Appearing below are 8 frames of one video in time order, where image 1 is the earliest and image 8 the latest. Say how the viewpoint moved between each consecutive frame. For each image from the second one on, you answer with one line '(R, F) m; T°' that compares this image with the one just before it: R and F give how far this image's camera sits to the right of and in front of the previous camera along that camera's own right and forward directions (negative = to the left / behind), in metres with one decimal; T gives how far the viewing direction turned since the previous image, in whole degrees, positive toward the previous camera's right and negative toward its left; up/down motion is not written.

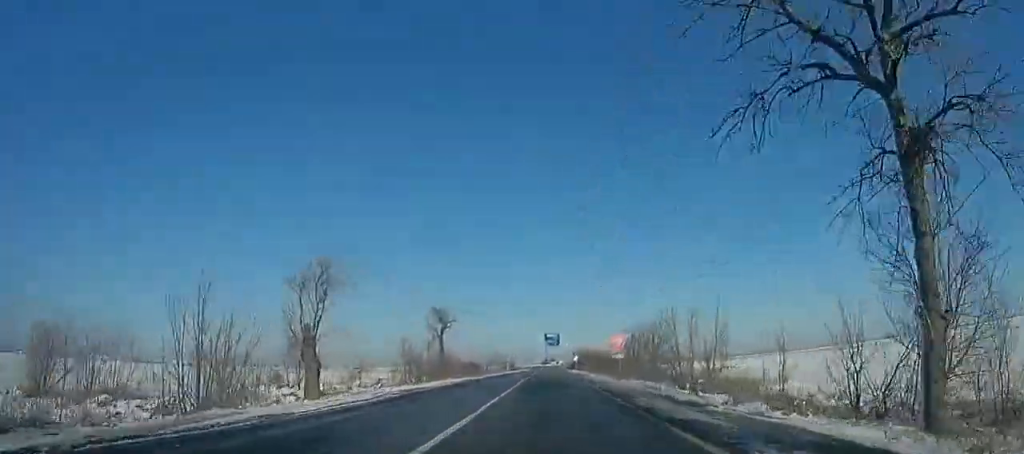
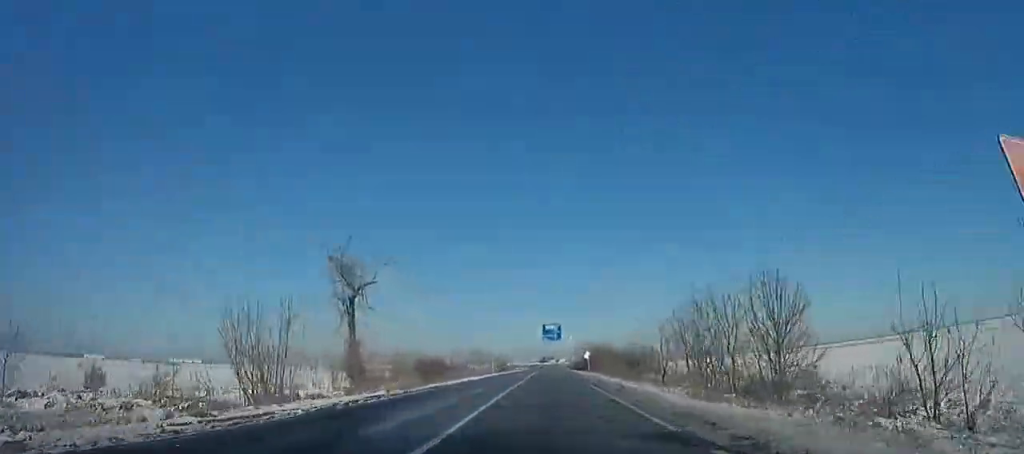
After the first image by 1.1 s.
(0.0, +24.2) m; 0°
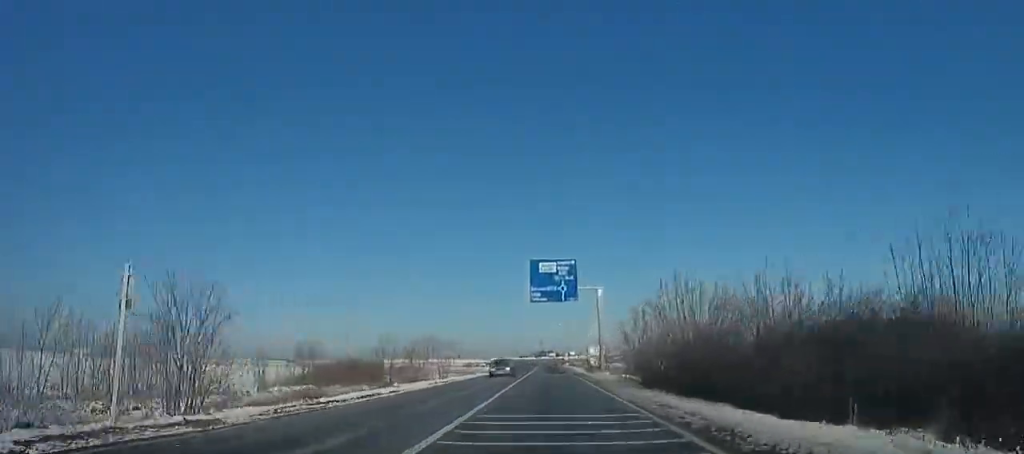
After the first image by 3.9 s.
(+0.1, +62.1) m; +1°
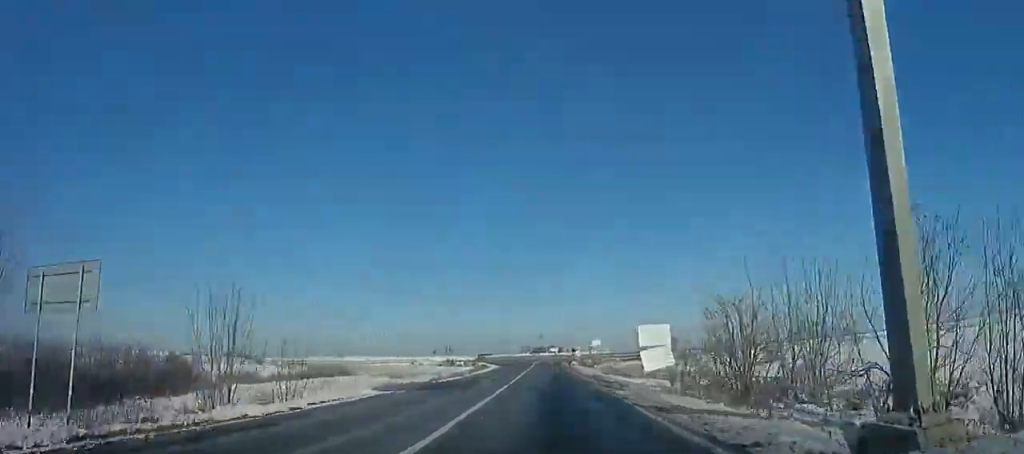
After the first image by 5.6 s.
(+0.3, +35.9) m; +1°
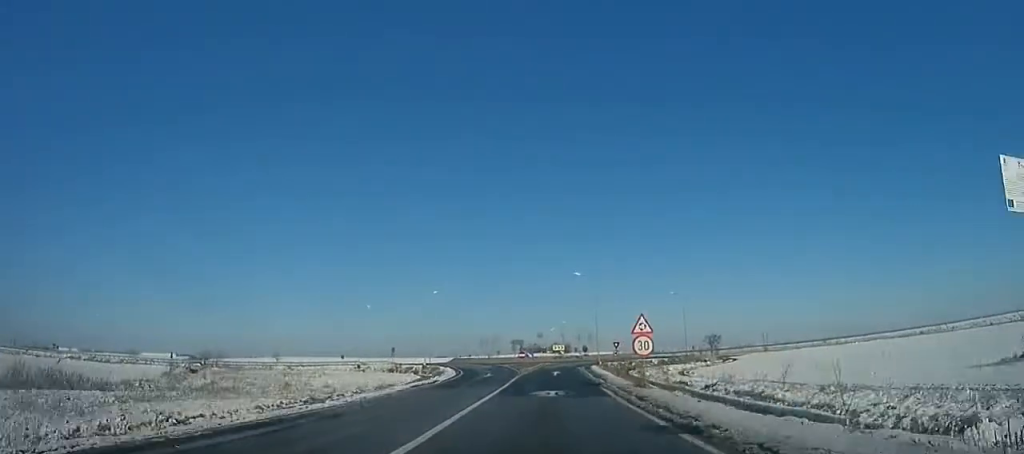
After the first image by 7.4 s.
(0.0, +35.3) m; 0°
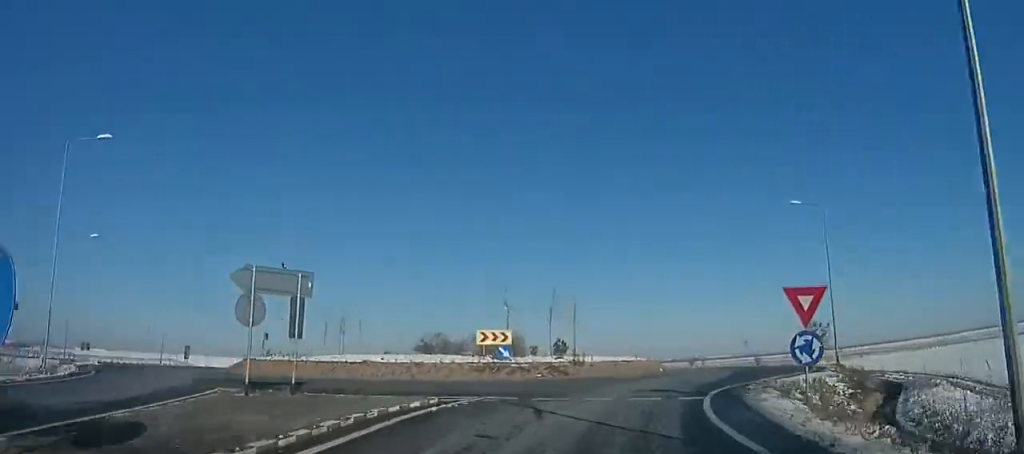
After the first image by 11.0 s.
(+0.9, +54.5) m; +7°
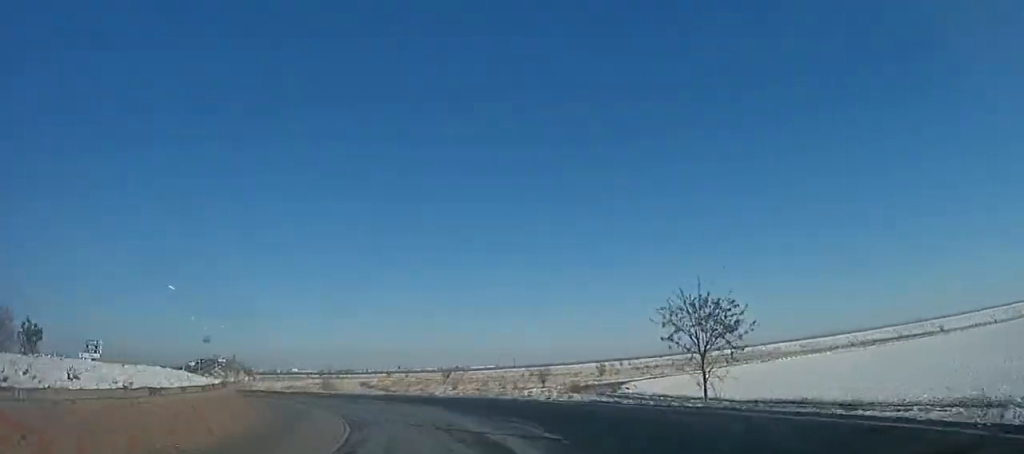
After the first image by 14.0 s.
(+4.2, +33.9) m; +7°
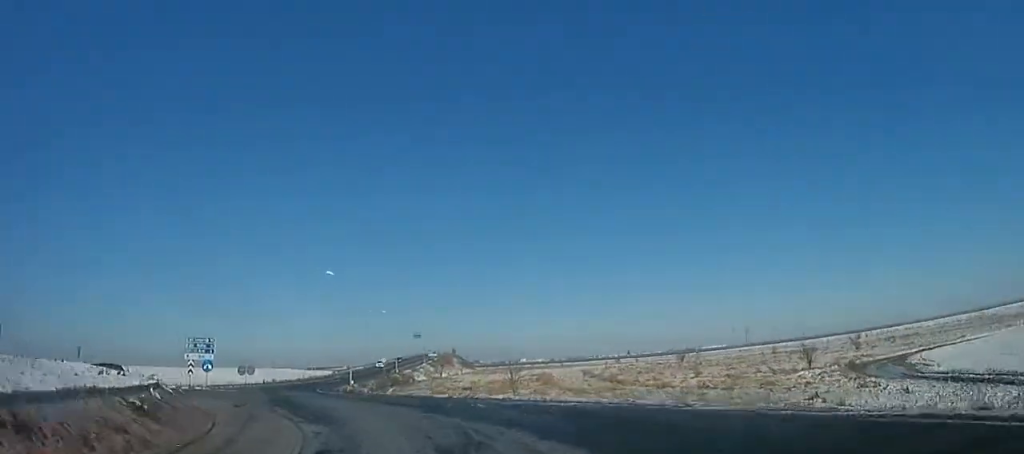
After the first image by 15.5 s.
(+1.8, +14.6) m; -12°
